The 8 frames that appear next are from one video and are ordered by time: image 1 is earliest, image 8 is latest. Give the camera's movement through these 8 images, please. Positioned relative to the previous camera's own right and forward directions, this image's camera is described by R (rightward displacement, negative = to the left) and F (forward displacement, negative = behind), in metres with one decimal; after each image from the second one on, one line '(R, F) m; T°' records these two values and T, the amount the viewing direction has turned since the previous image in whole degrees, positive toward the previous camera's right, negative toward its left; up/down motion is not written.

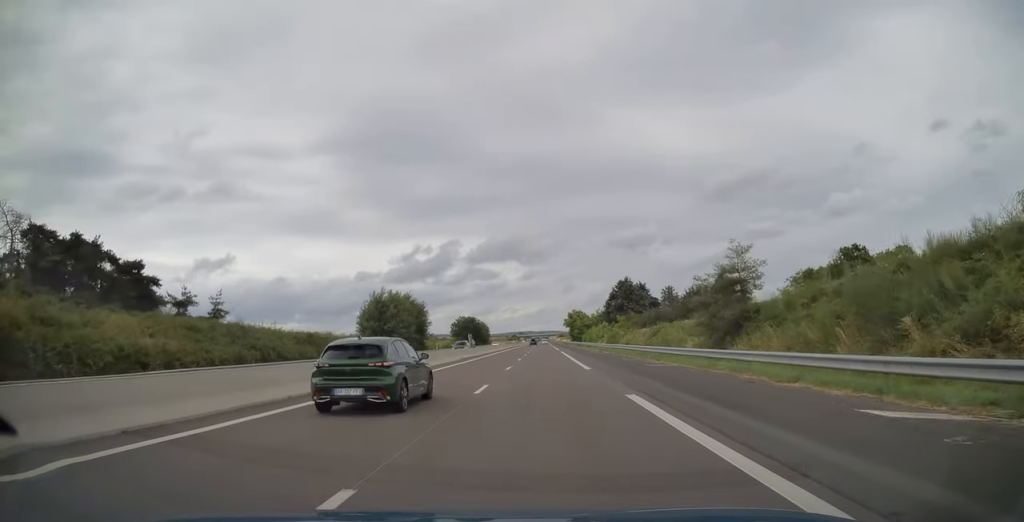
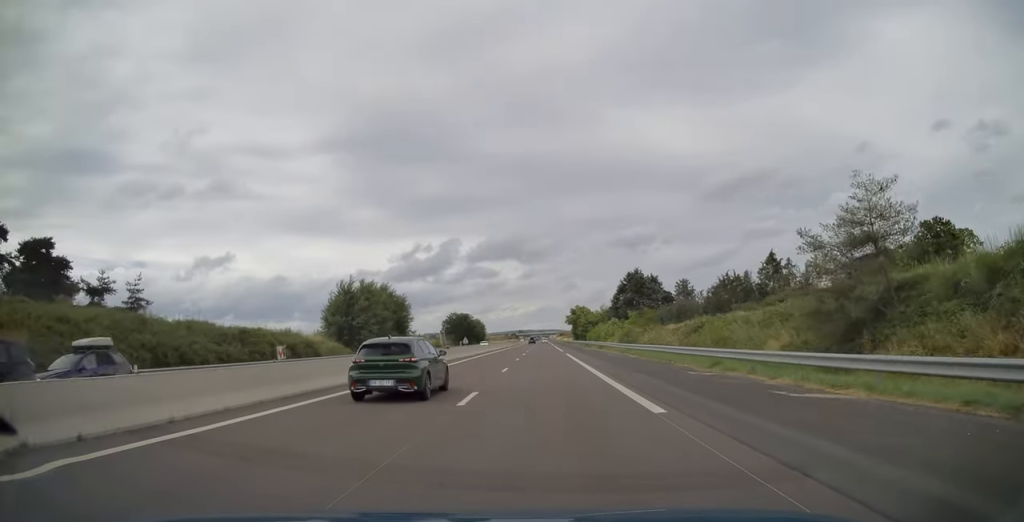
(+0.2, +16.1) m; 0°
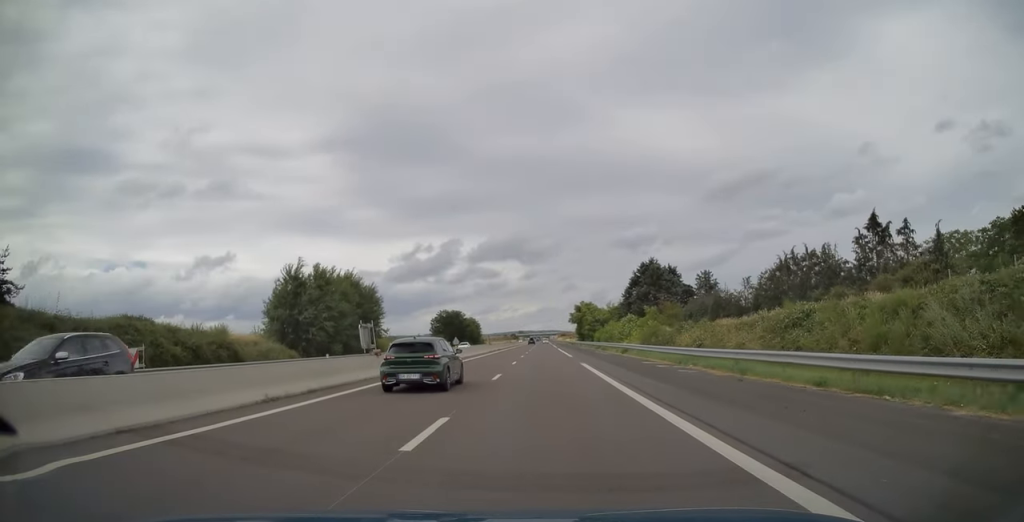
(0.0, +18.3) m; 0°
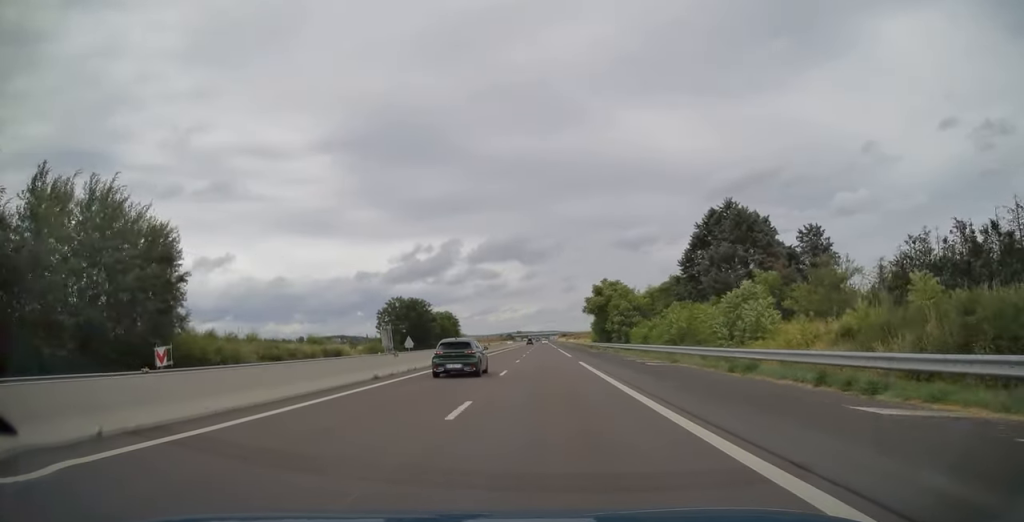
(-0.2, +49.8) m; 0°
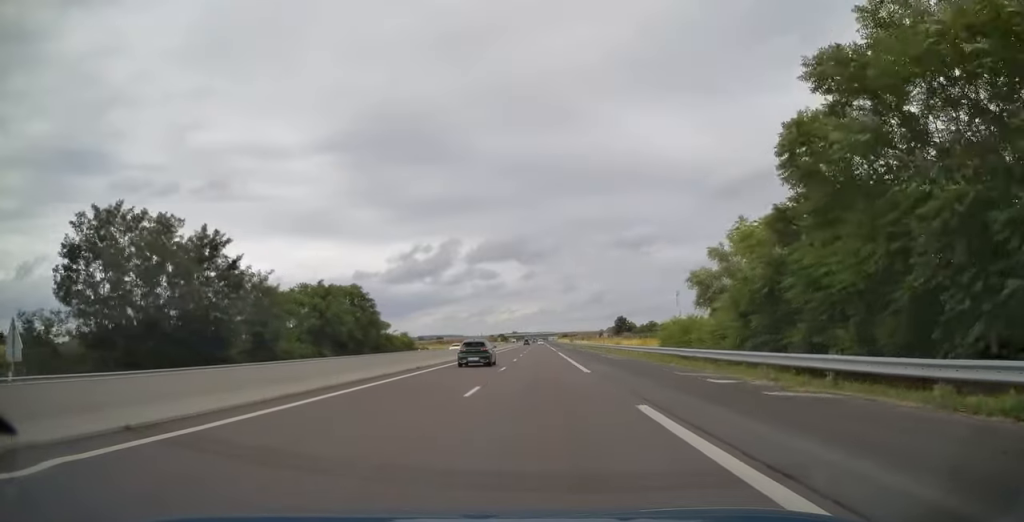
(0.0, +74.5) m; 0°
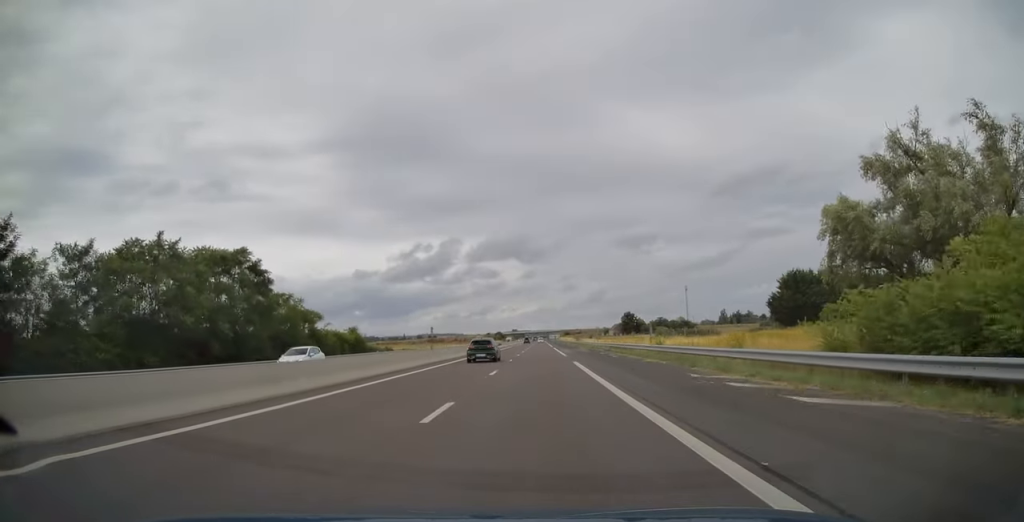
(+0.1, +31.2) m; 0°
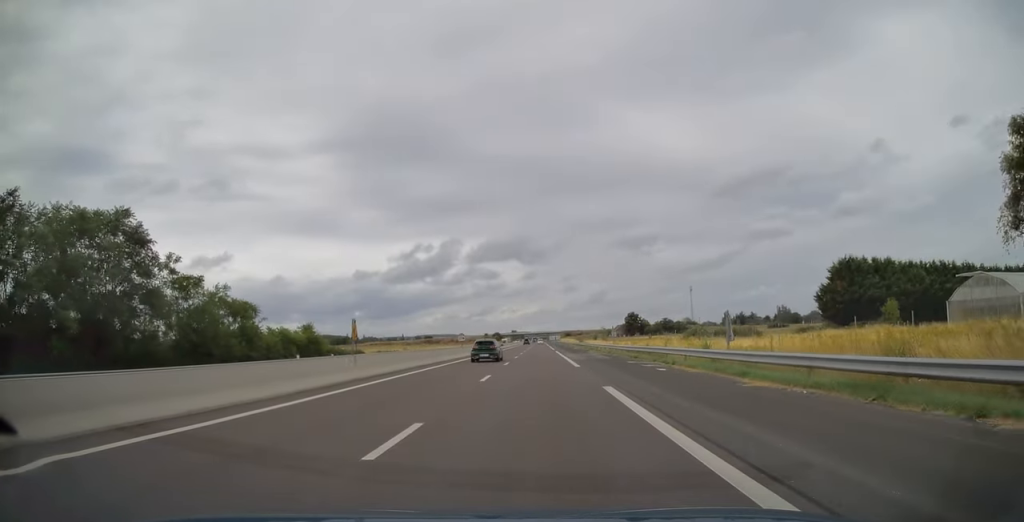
(0.0, +16.1) m; 0°
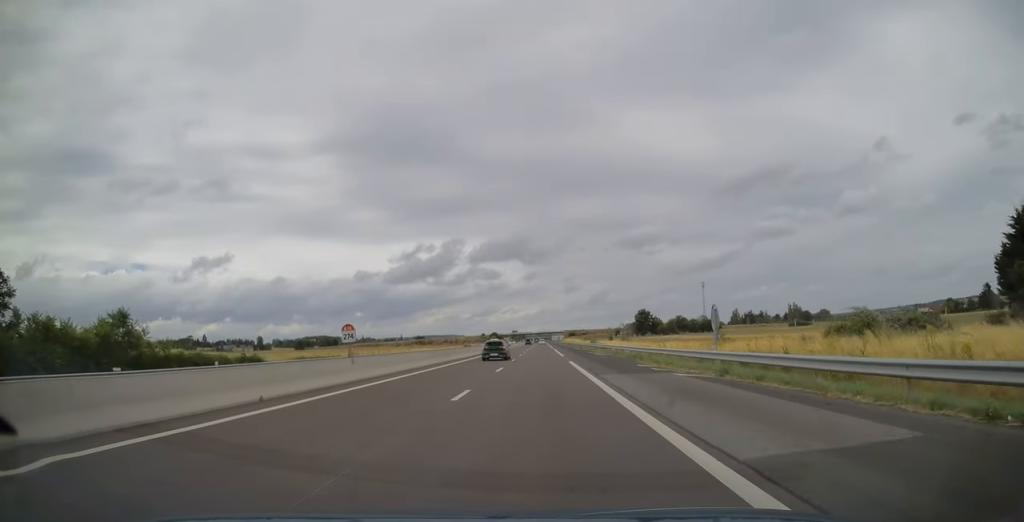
(0.0, +32.2) m; 0°
